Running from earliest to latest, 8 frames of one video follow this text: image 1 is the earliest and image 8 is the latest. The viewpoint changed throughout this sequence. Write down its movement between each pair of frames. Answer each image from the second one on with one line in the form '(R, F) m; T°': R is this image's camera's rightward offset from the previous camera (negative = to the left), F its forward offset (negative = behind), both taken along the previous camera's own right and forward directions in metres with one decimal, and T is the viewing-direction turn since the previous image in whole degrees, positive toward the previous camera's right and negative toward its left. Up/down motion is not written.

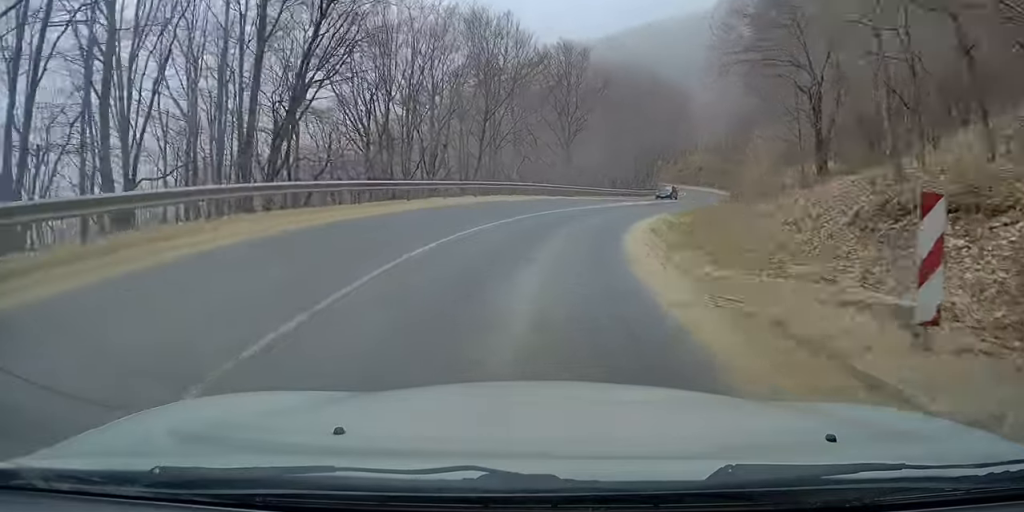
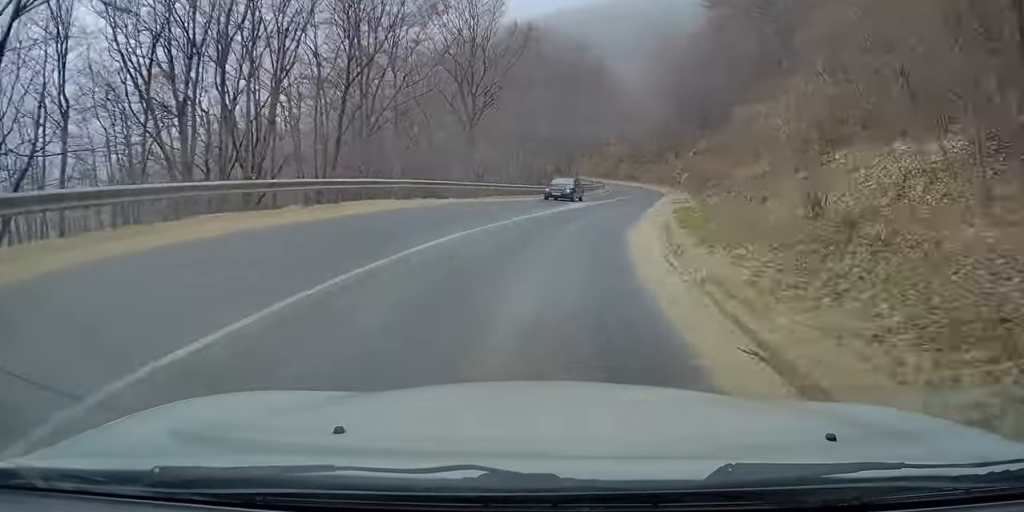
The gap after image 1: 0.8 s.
(+1.3, +14.5) m; +11°
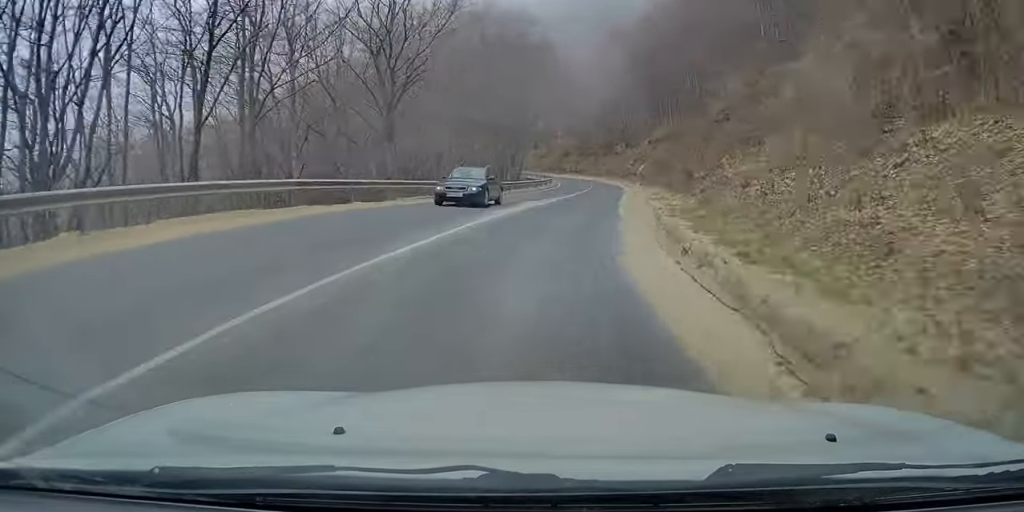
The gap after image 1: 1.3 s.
(+0.8, +8.4) m; +4°
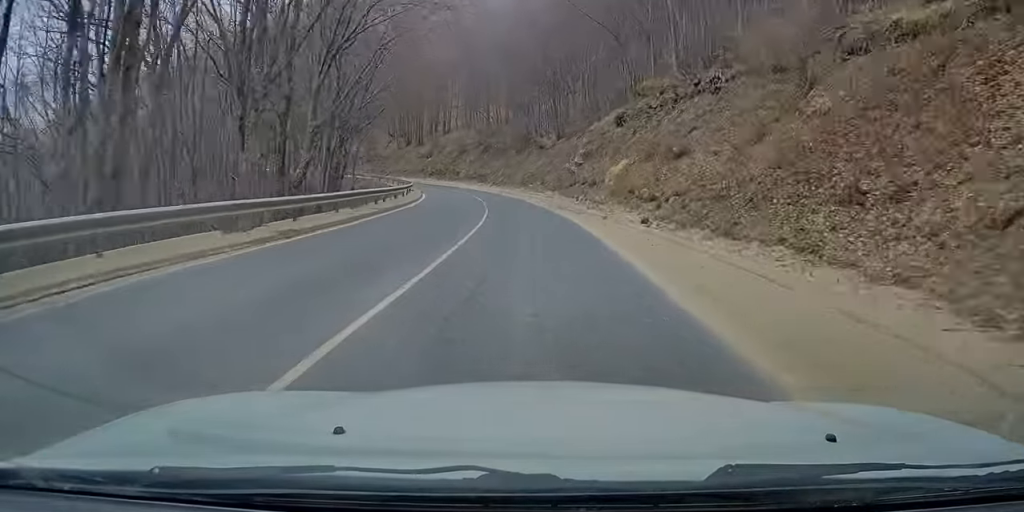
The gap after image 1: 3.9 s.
(+5.0, +49.4) m; +5°
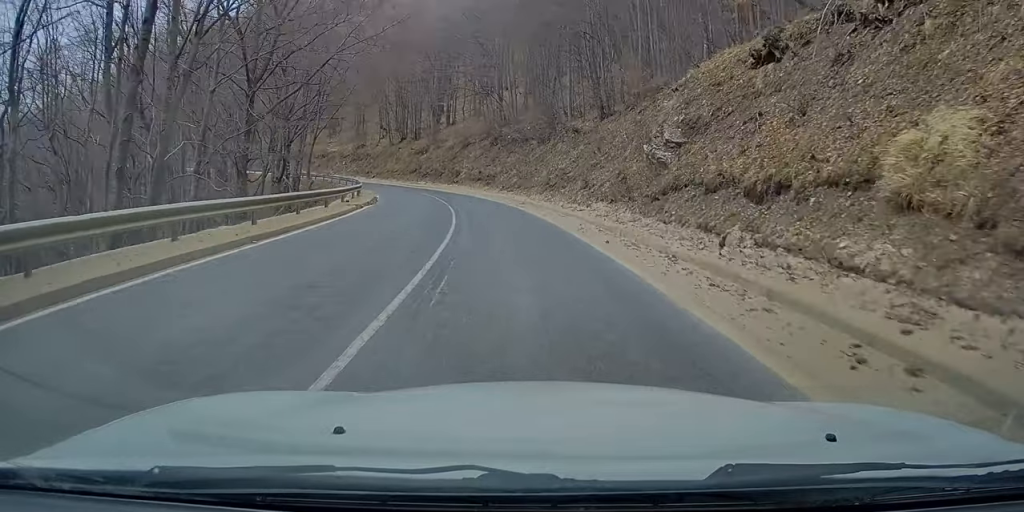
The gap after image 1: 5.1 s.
(-0.7, +22.2) m; -4°
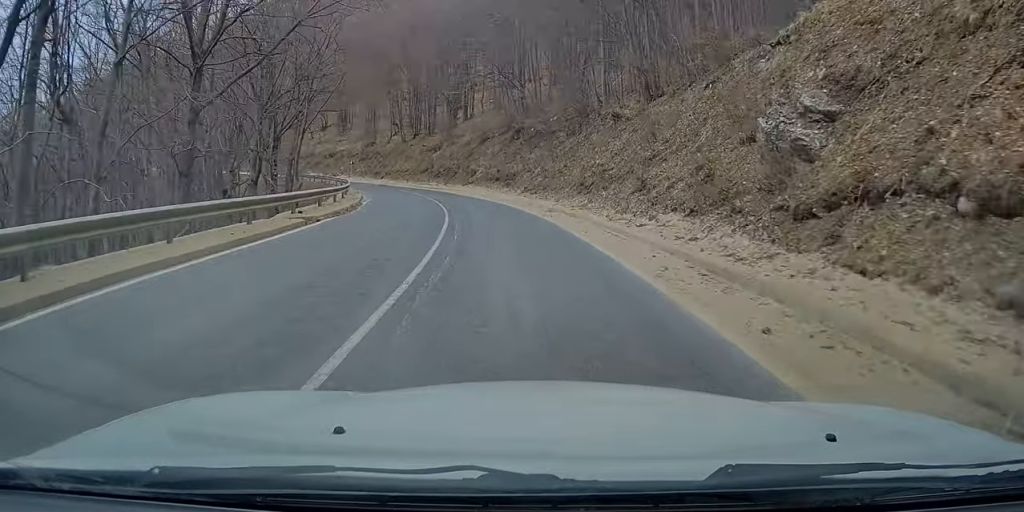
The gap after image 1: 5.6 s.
(-0.2, +7.3) m; -2°
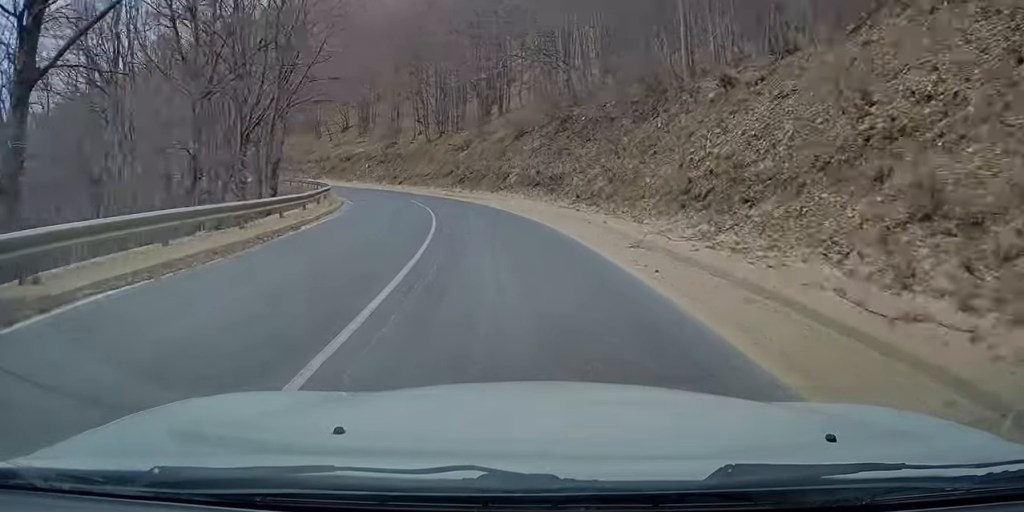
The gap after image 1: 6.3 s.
(-0.3, +10.9) m; -3°
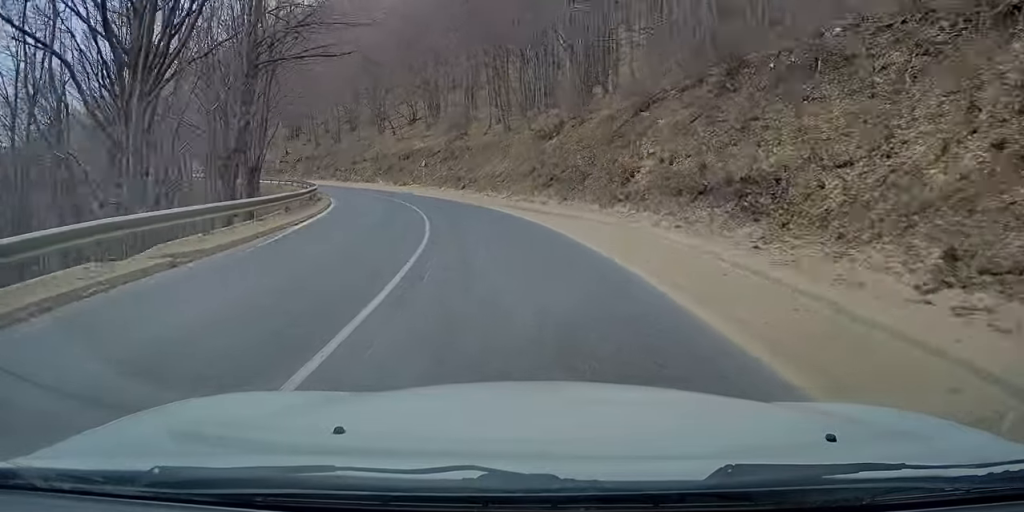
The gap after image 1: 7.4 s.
(-0.7, +17.4) m; -6°
